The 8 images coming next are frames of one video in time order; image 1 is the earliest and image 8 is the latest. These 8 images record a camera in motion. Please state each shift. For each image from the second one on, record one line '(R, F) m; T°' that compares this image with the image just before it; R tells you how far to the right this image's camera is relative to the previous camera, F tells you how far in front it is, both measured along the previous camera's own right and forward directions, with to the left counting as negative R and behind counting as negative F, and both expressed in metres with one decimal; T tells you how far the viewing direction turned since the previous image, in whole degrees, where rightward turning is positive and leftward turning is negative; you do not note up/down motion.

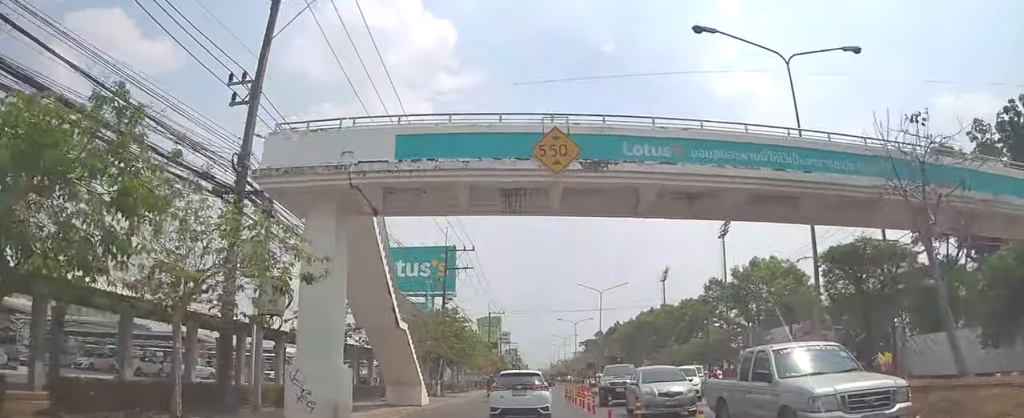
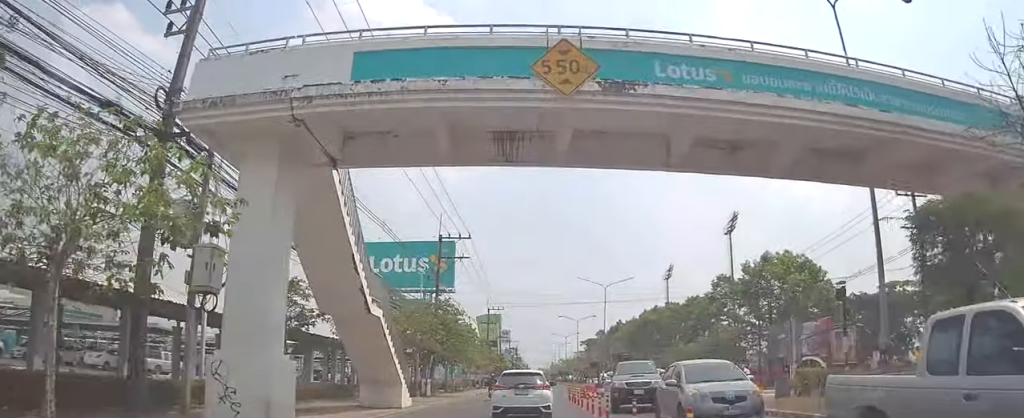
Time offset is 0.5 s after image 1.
(-0.1, +3.5) m; 0°
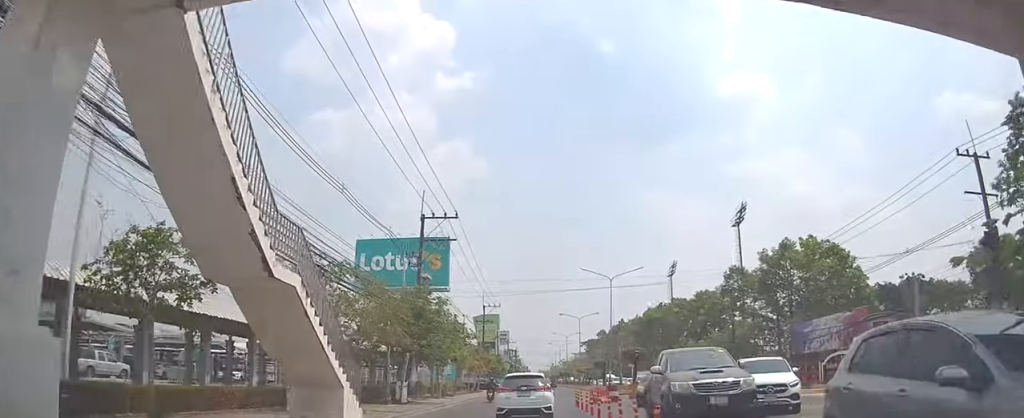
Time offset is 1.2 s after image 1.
(+0.6, +6.0) m; 0°
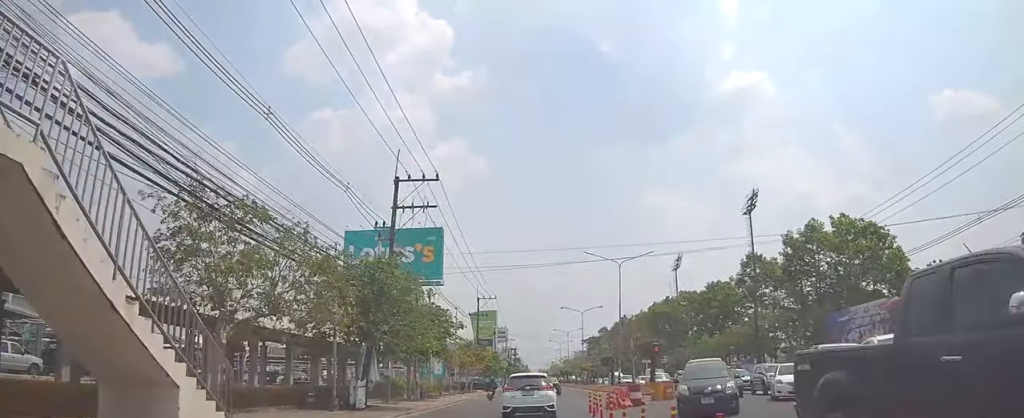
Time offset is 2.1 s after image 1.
(-0.5, +6.8) m; +1°
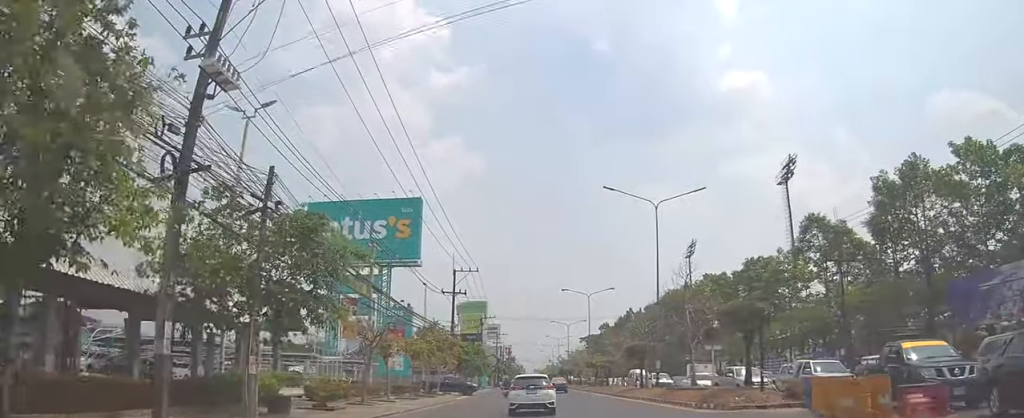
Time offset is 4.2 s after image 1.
(+0.2, +17.4) m; +1°
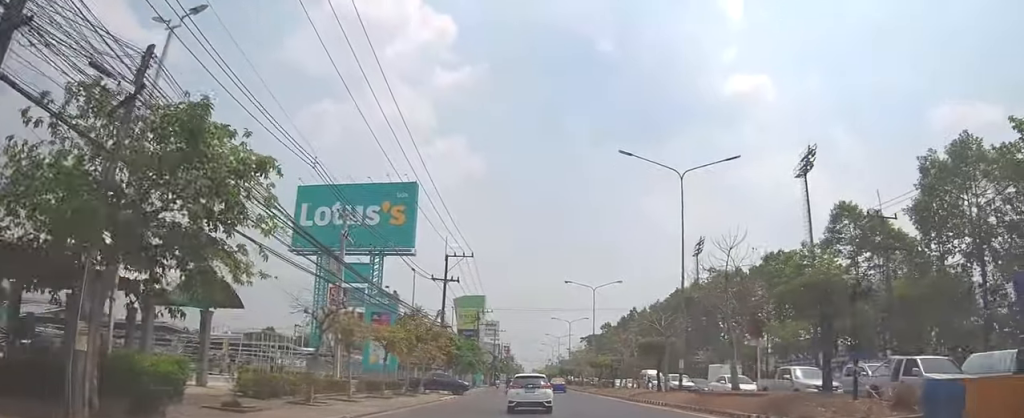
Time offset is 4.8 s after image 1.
(+0.3, +5.5) m; +1°
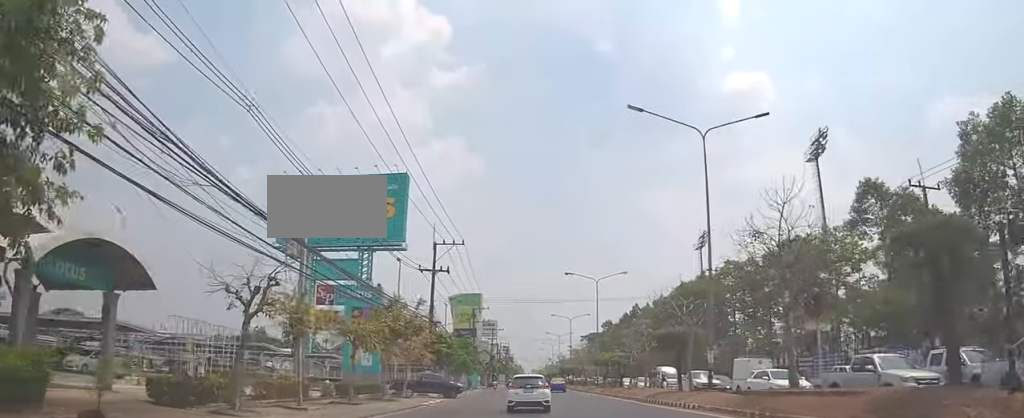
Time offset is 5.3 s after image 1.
(+0.4, +4.8) m; +1°
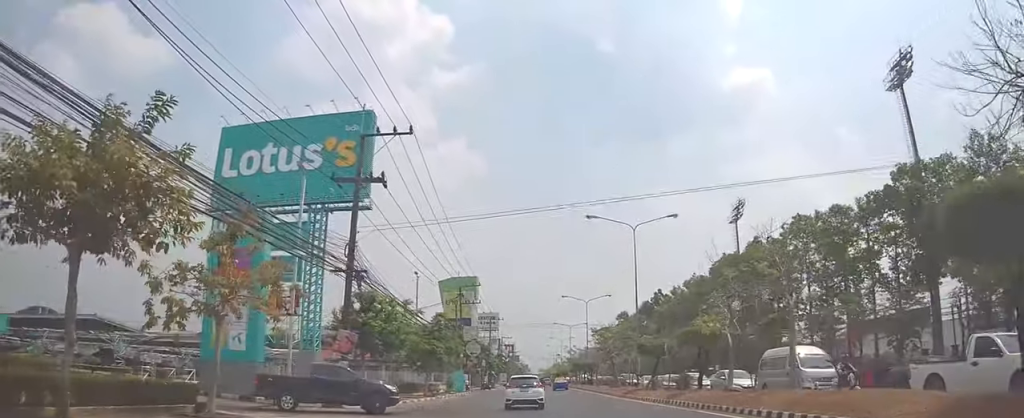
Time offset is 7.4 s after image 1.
(-1.3, +20.2) m; +1°
